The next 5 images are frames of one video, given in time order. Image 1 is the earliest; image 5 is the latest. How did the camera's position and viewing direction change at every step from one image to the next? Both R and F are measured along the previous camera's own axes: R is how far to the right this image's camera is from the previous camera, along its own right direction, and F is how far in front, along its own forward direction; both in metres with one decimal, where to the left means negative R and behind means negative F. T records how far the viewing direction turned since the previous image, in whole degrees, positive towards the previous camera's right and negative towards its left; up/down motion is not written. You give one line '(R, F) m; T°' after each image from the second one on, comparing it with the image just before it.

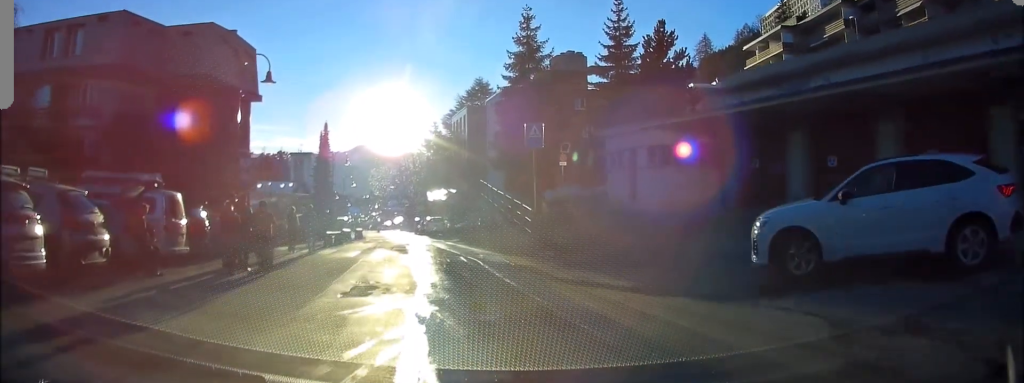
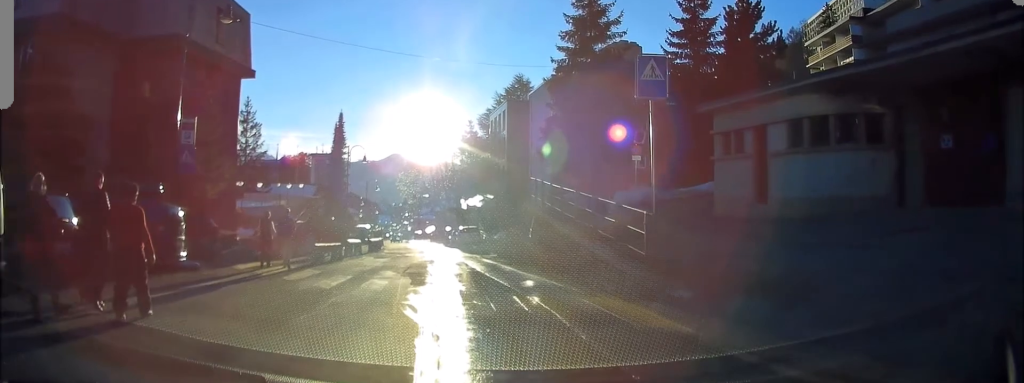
(-0.5, +8.4) m; -6°
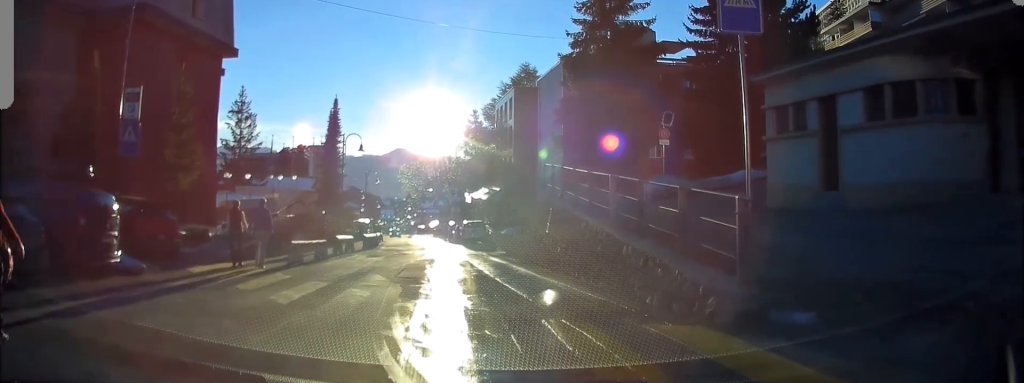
(-0.1, +3.2) m; 0°
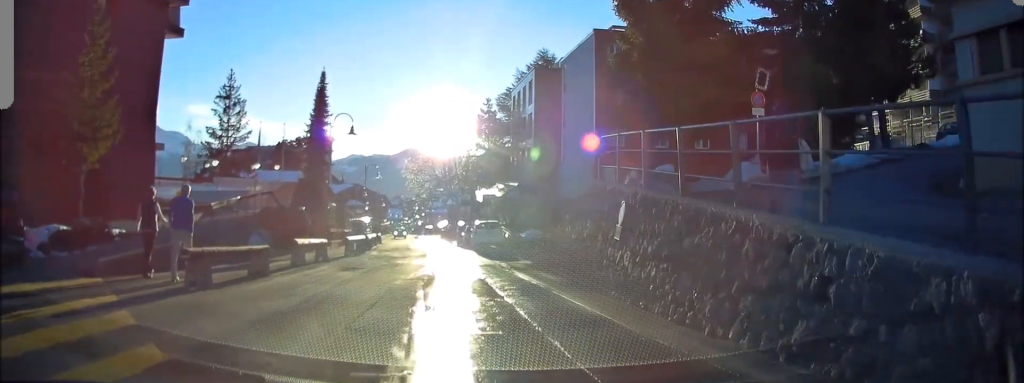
(+0.4, +7.3) m; +3°
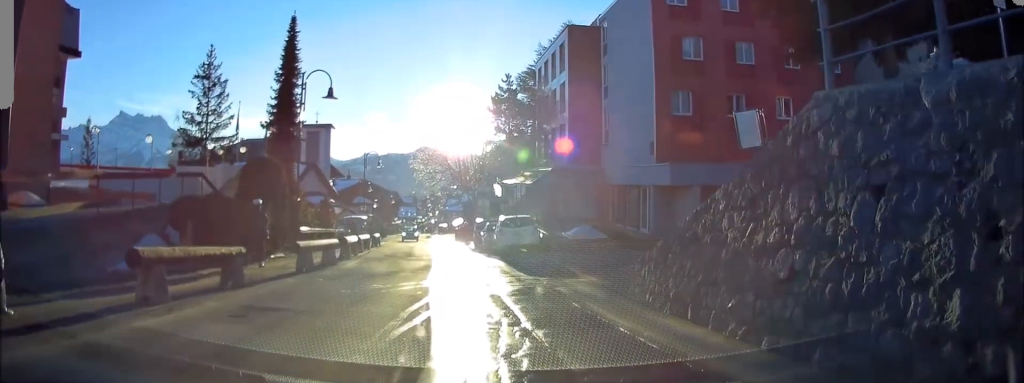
(-0.5, +9.0) m; -7°
